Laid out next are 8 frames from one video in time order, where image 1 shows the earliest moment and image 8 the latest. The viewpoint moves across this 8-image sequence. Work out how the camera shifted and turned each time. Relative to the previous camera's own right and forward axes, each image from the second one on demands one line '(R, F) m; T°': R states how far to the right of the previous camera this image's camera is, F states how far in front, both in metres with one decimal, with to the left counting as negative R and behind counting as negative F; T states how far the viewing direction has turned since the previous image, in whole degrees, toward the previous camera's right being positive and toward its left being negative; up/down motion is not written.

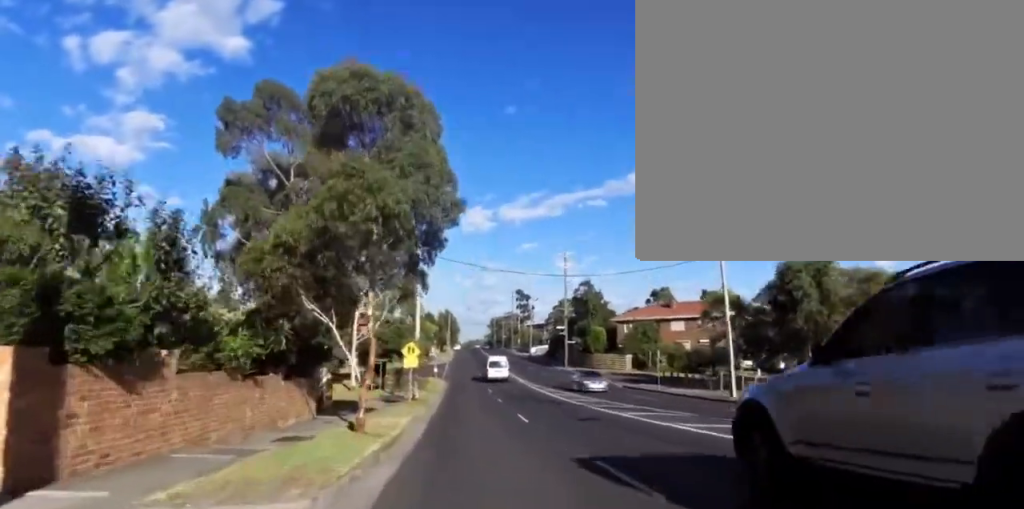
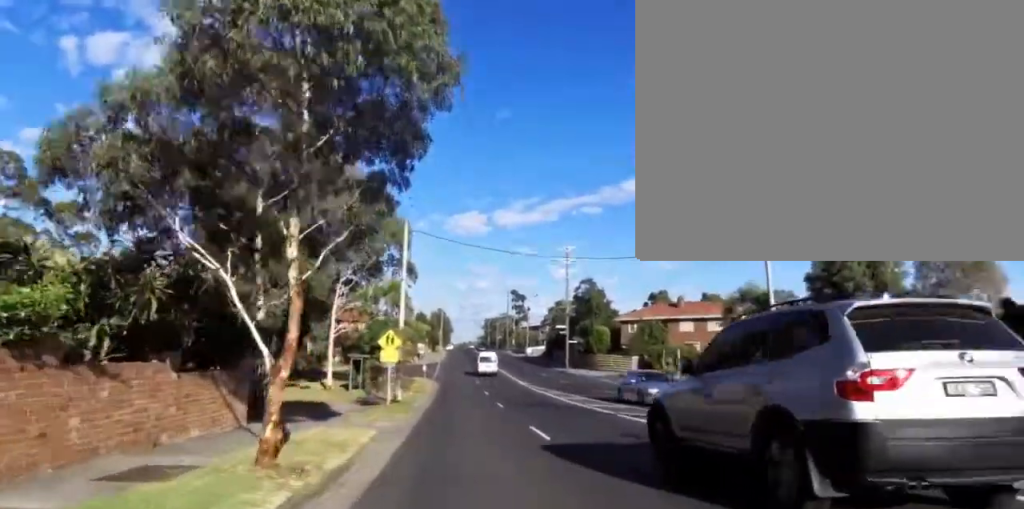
(-0.1, +5.7) m; -1°
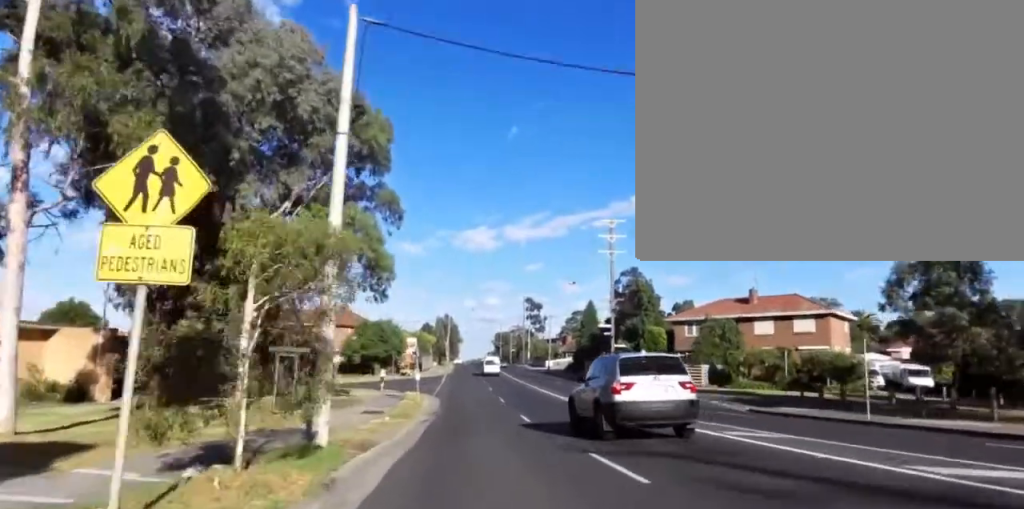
(+0.1, +17.0) m; 0°
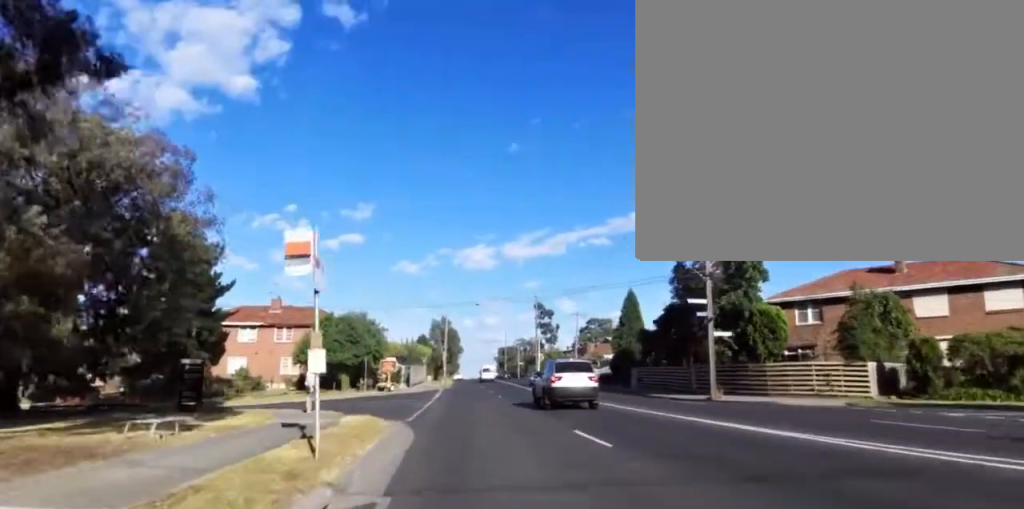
(-0.3, +19.8) m; 0°
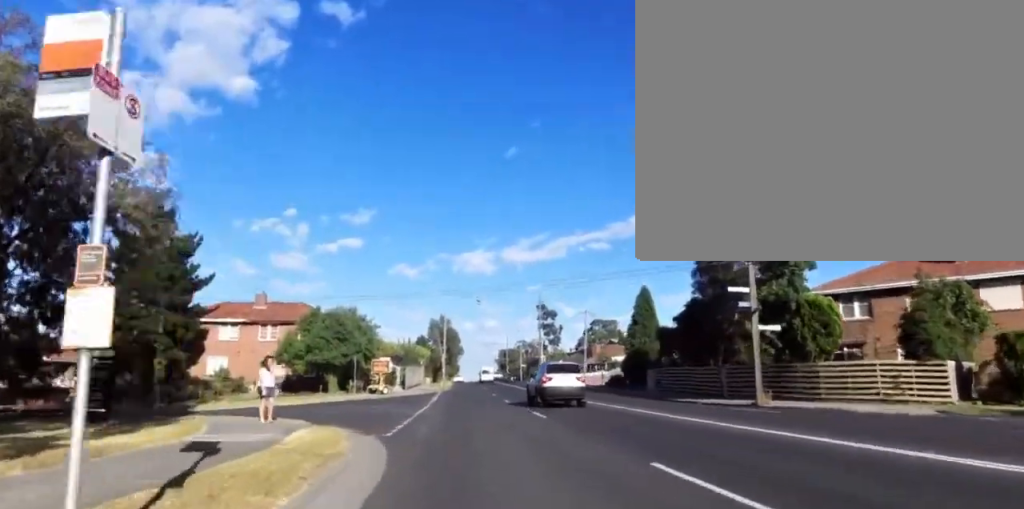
(+0.5, +4.7) m; 0°
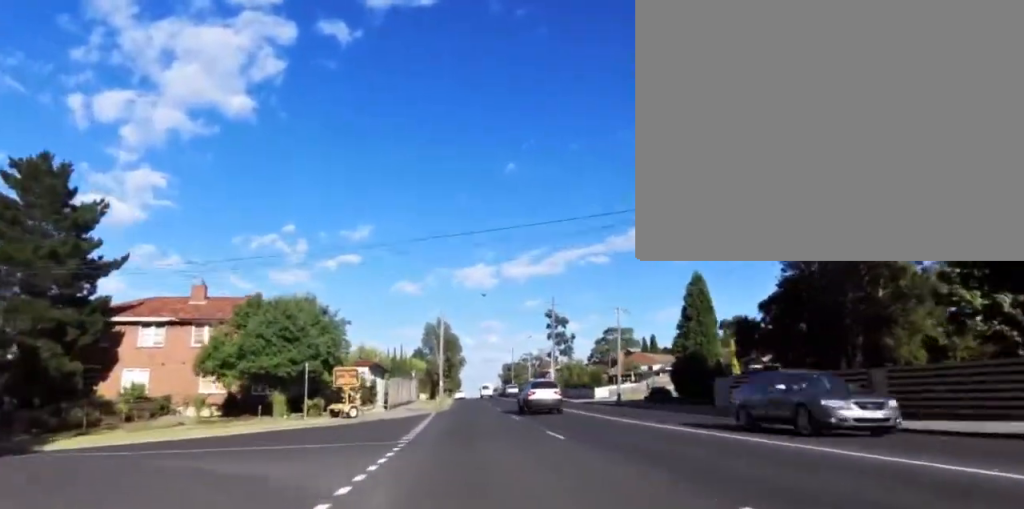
(-0.8, +12.7) m; +1°
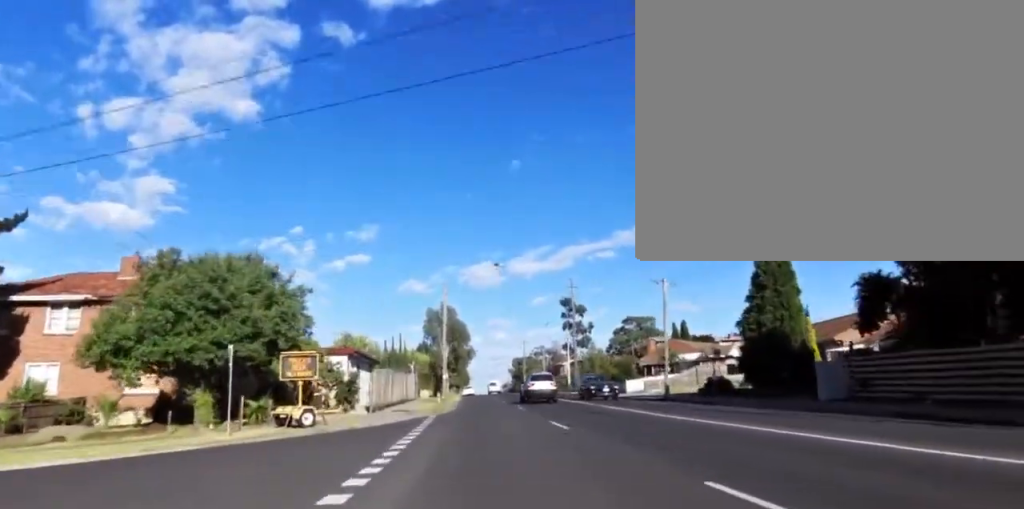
(+0.8, +9.5) m; 0°
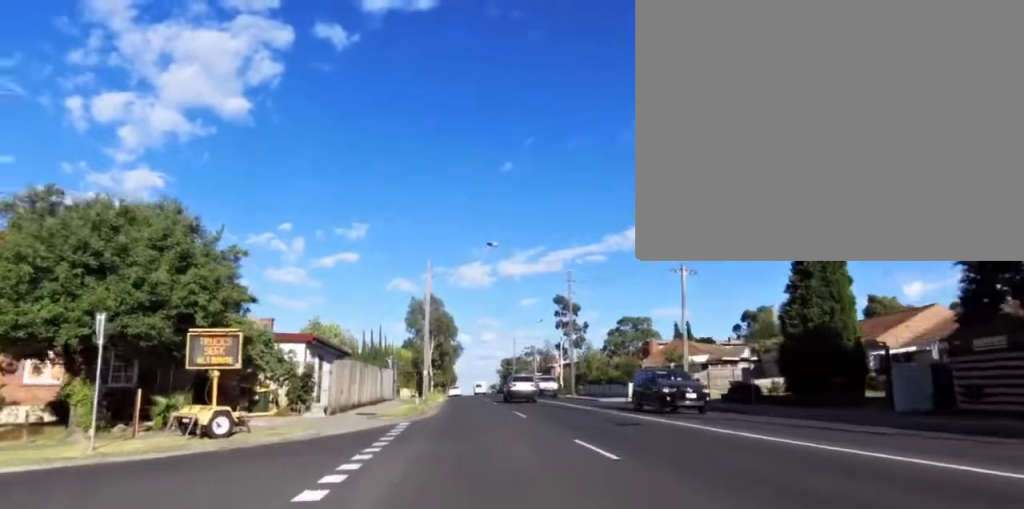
(-0.9, +5.4) m; 0°
